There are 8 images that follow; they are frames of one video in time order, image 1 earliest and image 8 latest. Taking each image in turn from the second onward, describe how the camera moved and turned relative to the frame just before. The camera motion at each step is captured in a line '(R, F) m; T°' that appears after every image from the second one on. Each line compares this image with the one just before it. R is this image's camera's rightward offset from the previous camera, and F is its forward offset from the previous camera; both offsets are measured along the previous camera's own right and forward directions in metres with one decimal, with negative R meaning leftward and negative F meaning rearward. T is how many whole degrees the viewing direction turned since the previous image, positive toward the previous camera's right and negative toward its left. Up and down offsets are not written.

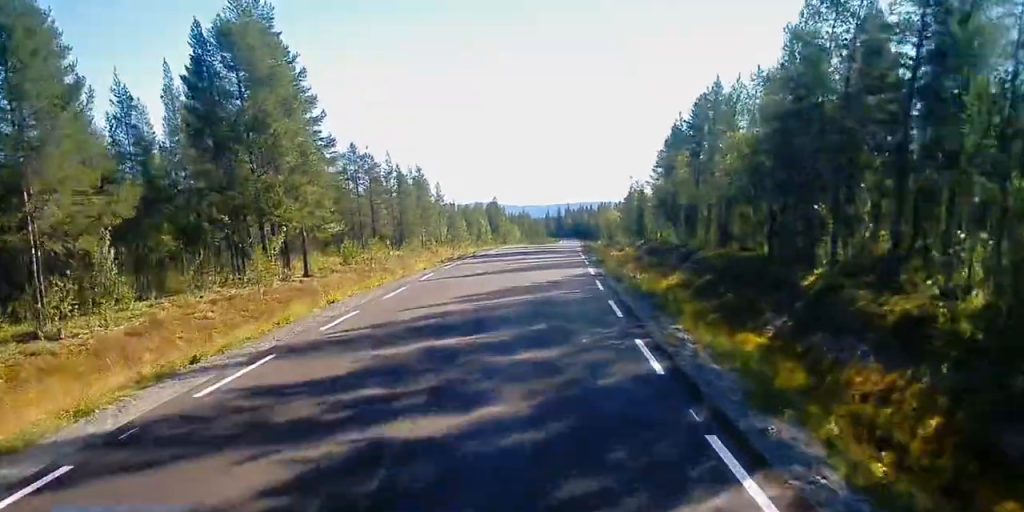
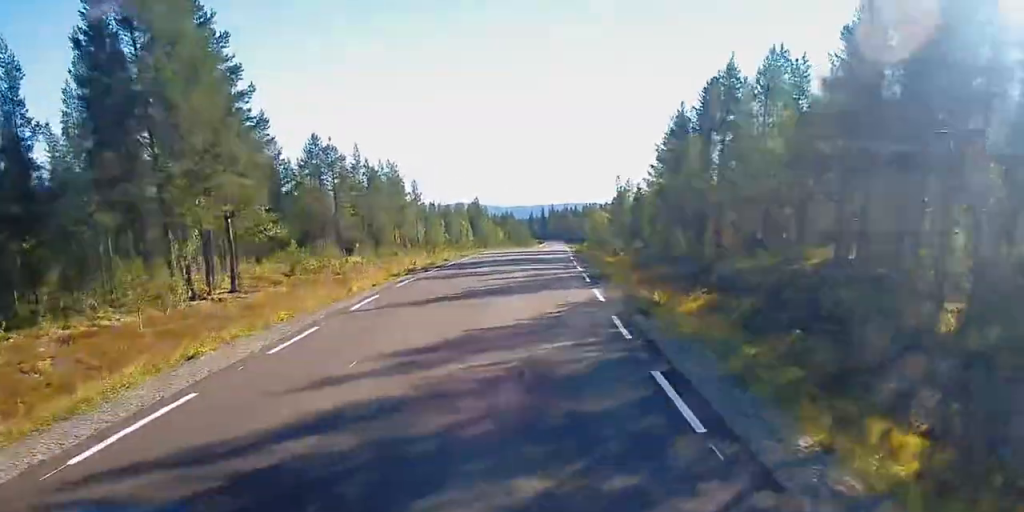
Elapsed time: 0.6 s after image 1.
(+0.6, +8.8) m; +2°
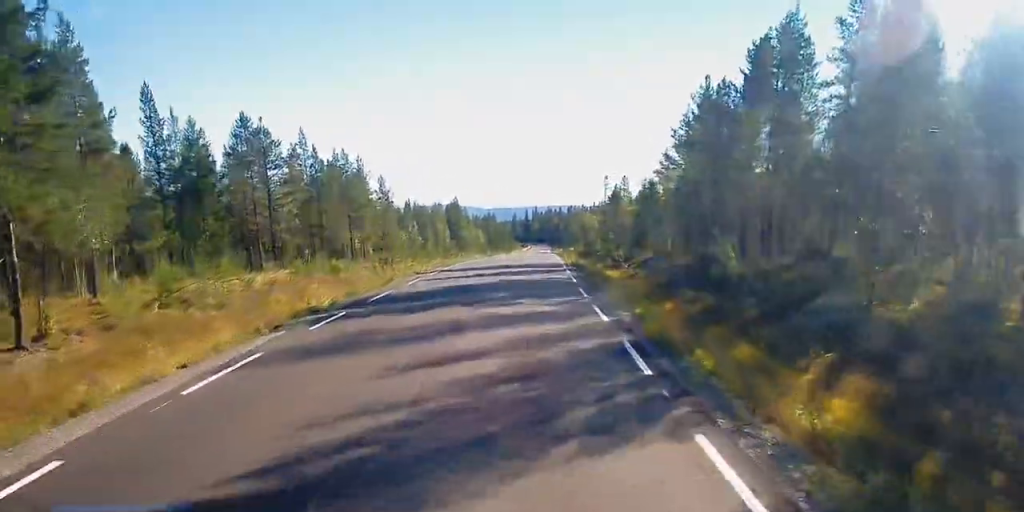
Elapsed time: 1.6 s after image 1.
(+0.4, +14.8) m; +2°
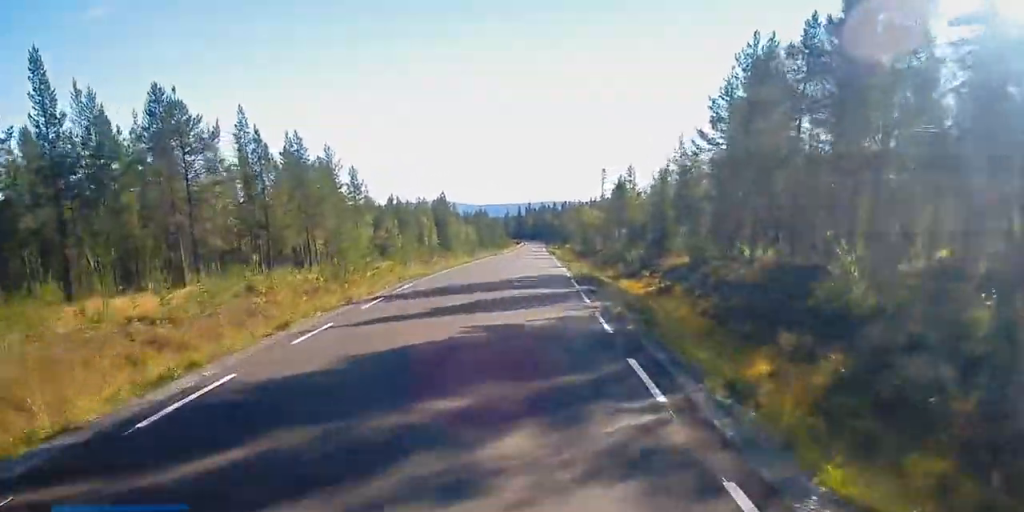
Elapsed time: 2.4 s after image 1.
(0.0, +13.2) m; 0°
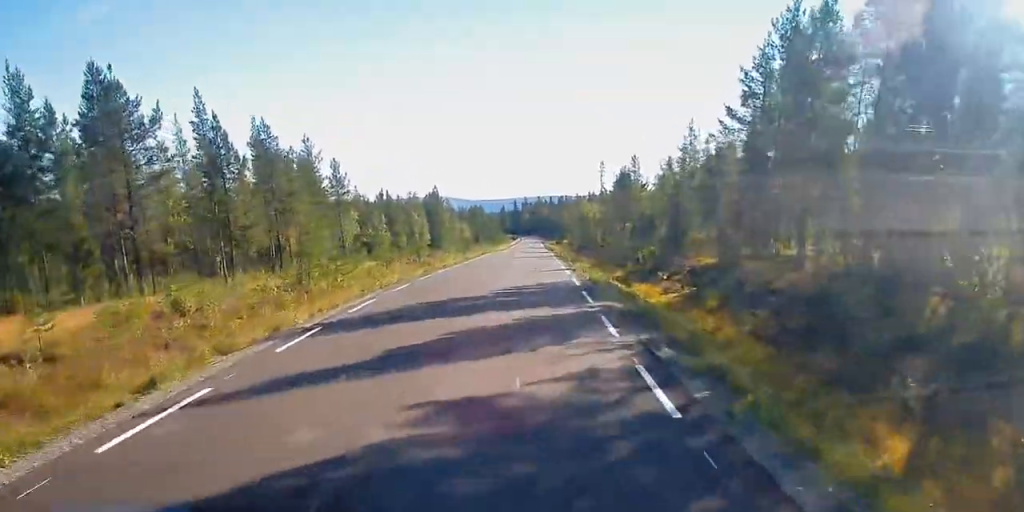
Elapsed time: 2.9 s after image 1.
(0.0, +6.9) m; 0°
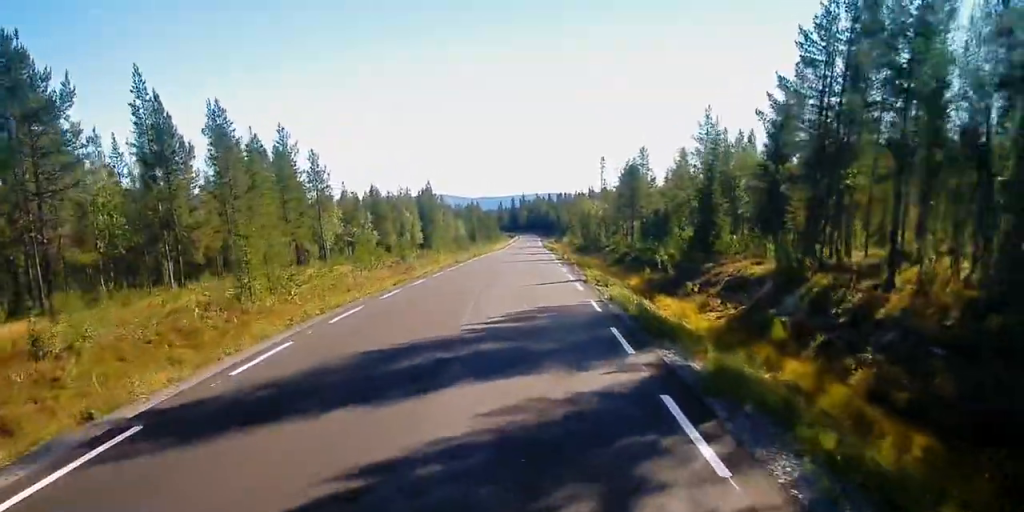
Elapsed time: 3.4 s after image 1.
(0.0, +8.0) m; 0°
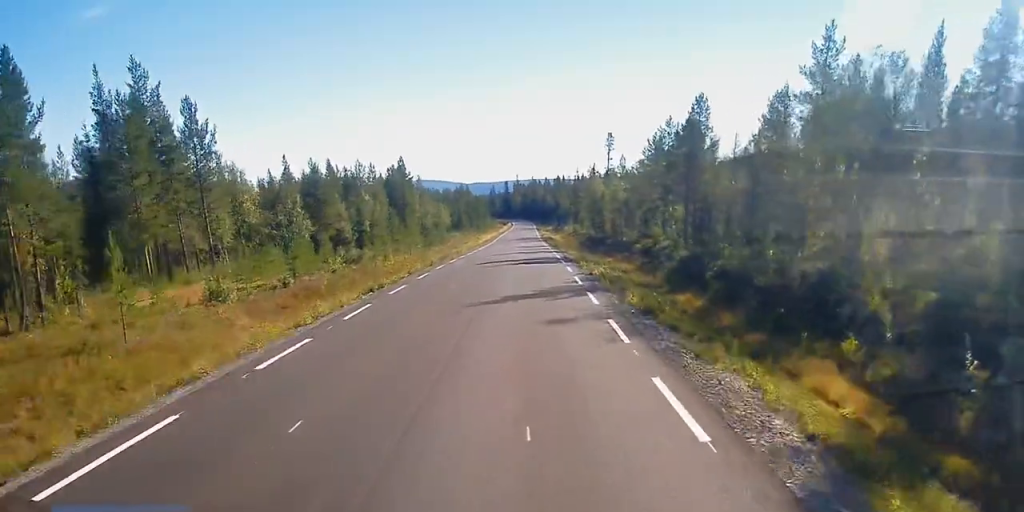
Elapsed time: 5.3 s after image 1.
(+0.1, +28.8) m; 0°
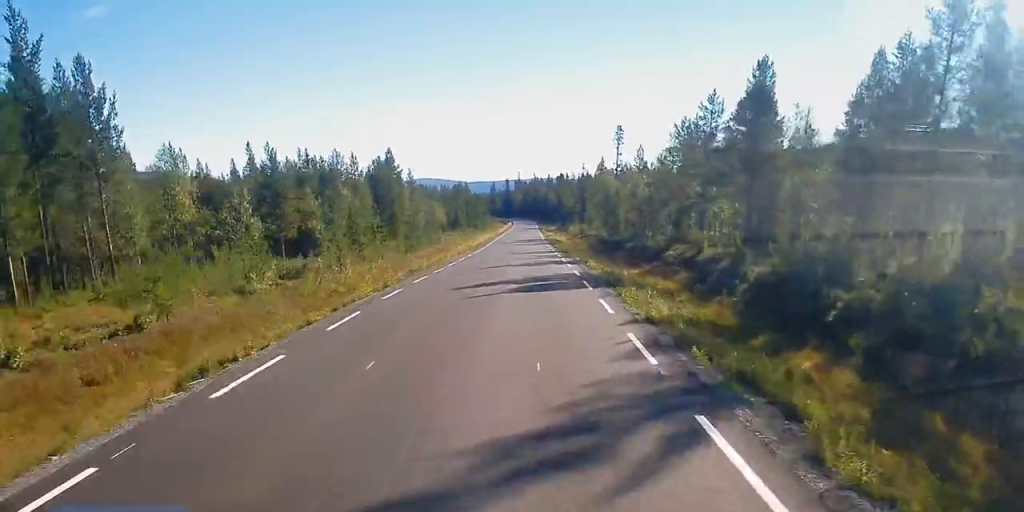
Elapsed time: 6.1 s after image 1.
(0.0, +14.0) m; 0°
